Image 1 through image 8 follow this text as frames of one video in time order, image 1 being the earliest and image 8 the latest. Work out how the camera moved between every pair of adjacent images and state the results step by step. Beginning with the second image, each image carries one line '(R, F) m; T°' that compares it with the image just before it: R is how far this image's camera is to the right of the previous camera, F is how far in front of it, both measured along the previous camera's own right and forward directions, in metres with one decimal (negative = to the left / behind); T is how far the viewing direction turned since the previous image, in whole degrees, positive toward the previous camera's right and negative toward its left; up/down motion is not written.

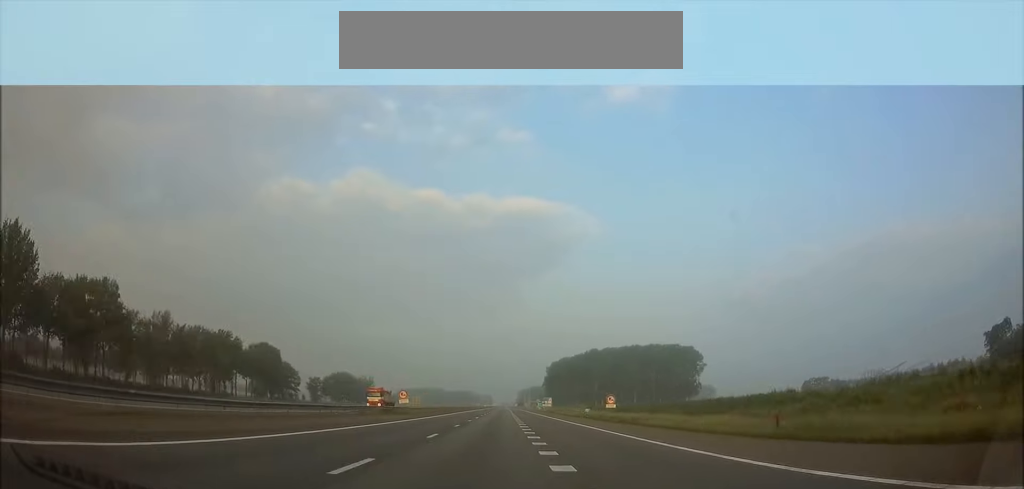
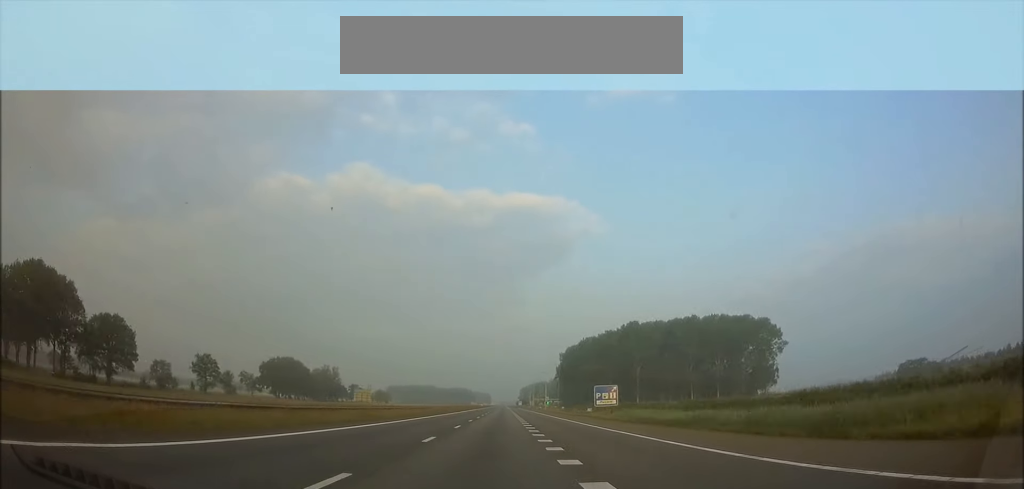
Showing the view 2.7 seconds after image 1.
(0.0, +98.7) m; 0°
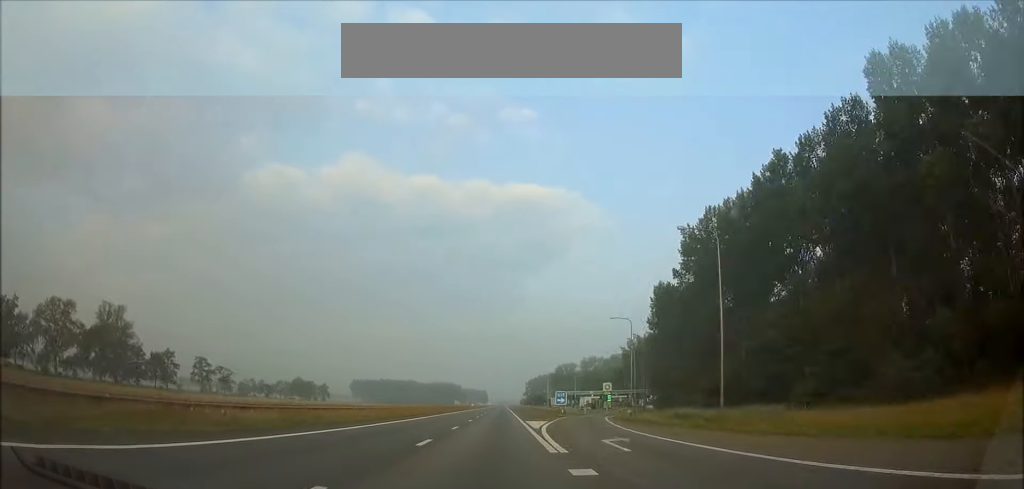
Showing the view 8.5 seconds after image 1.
(0.0, +217.2) m; 0°
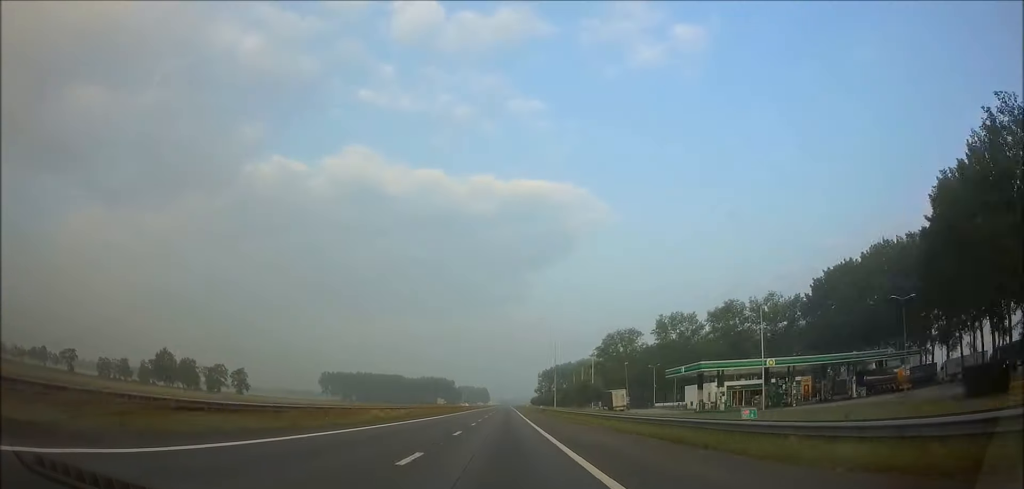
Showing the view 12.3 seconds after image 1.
(-0.2, +138.3) m; 0°
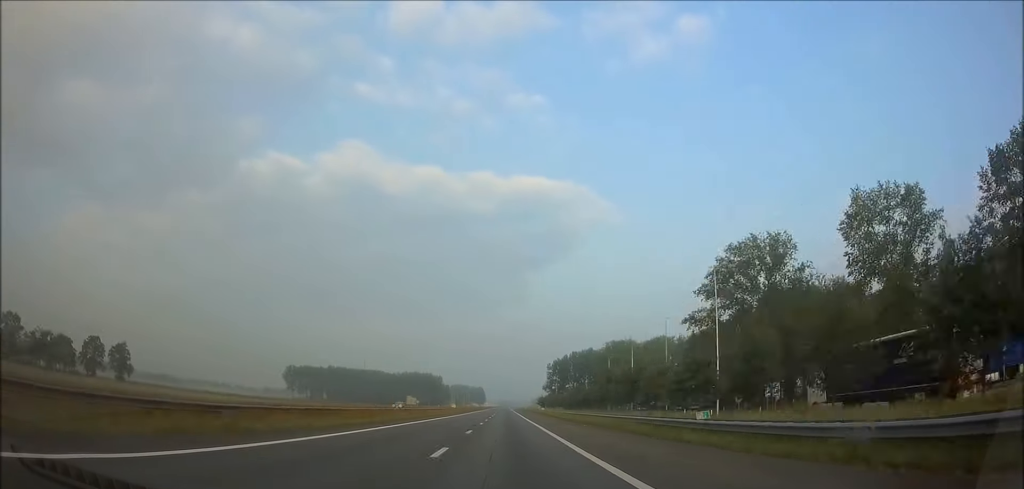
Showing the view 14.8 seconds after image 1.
(+0.1, +93.7) m; 0°
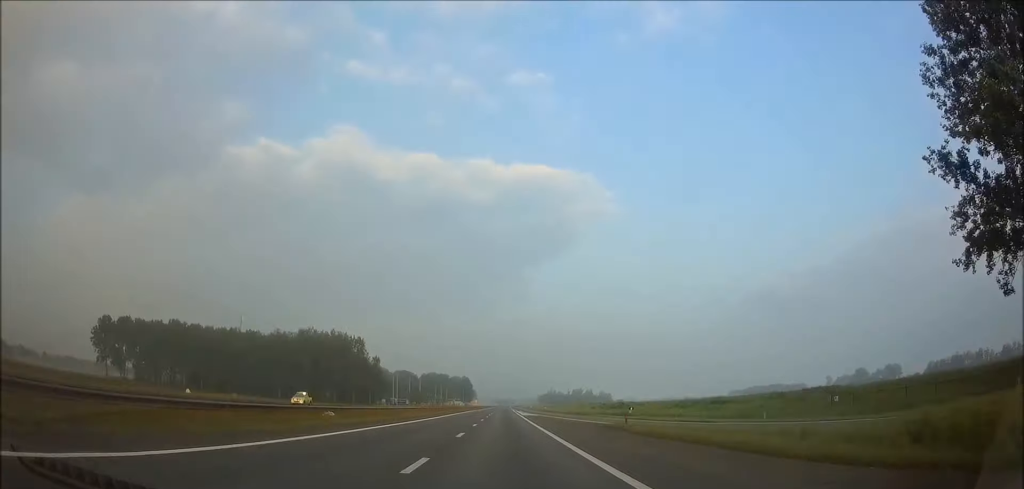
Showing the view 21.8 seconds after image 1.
(+0.5, +256.6) m; 0°
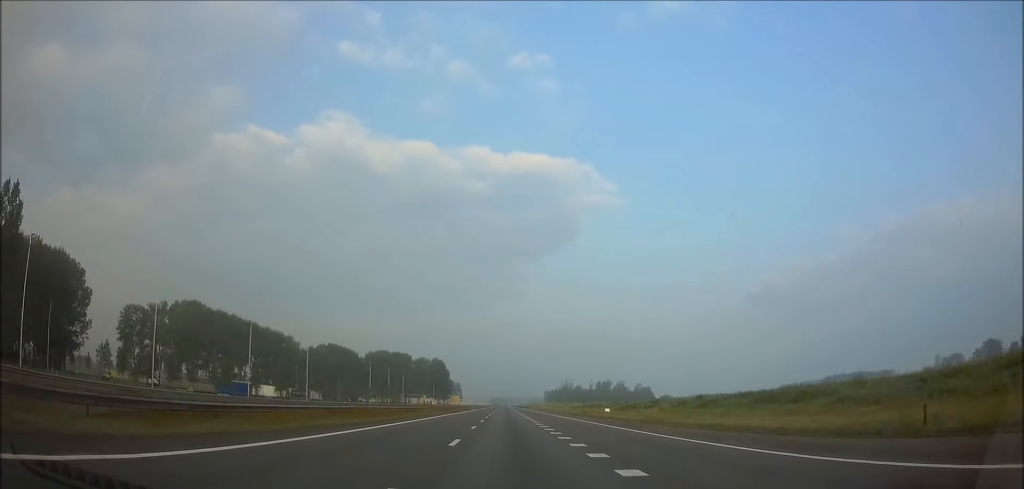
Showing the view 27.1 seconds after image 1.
(+0.4, +197.5) m; 0°
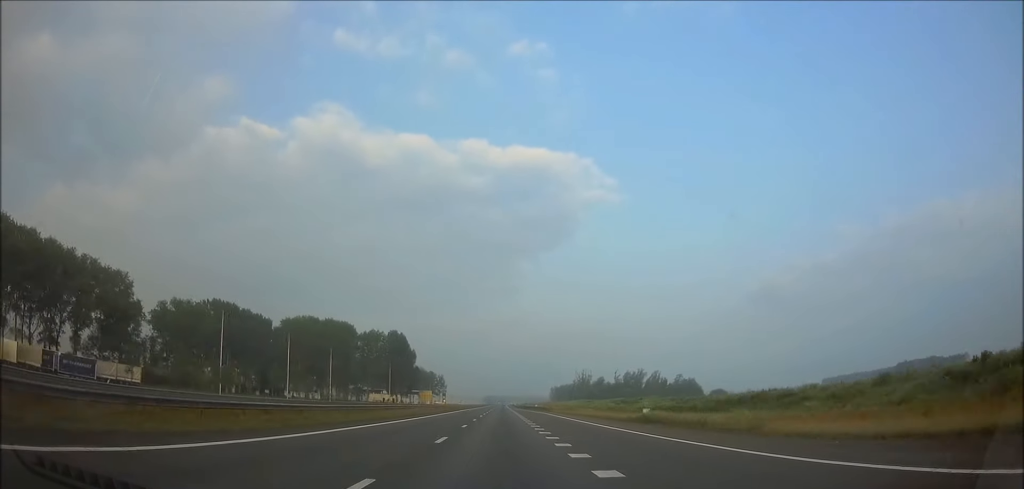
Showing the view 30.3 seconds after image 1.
(+0.1, +118.5) m; 0°
